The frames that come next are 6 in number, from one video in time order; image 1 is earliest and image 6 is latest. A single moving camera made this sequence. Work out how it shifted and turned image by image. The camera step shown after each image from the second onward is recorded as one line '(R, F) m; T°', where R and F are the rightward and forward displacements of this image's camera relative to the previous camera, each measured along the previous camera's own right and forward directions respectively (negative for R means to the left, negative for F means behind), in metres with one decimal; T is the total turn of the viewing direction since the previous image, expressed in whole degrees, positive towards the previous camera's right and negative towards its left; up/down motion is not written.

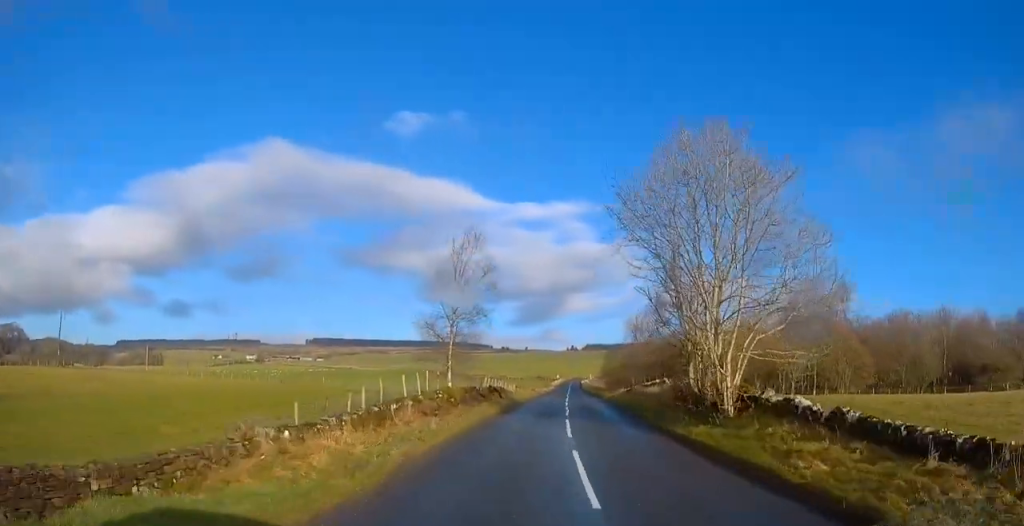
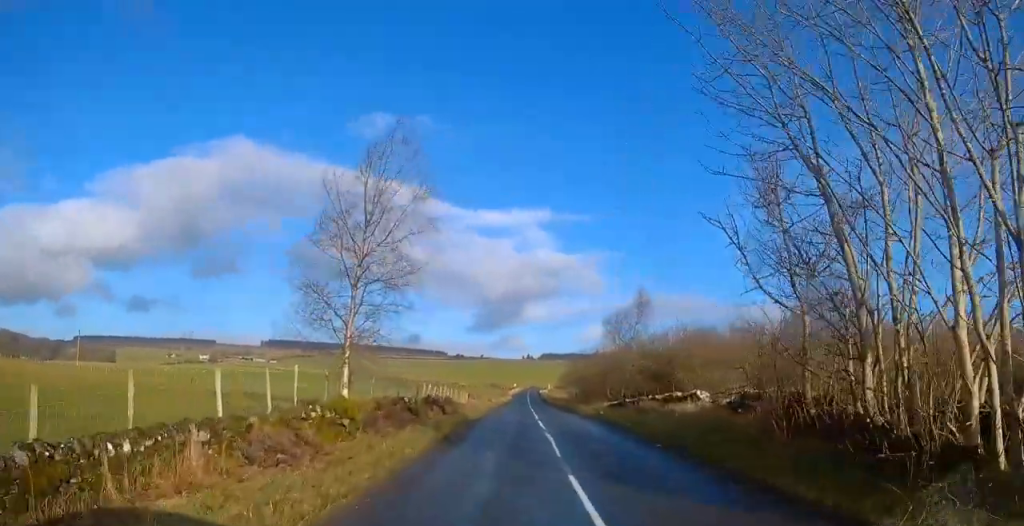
(+0.6, +10.7) m; +6°
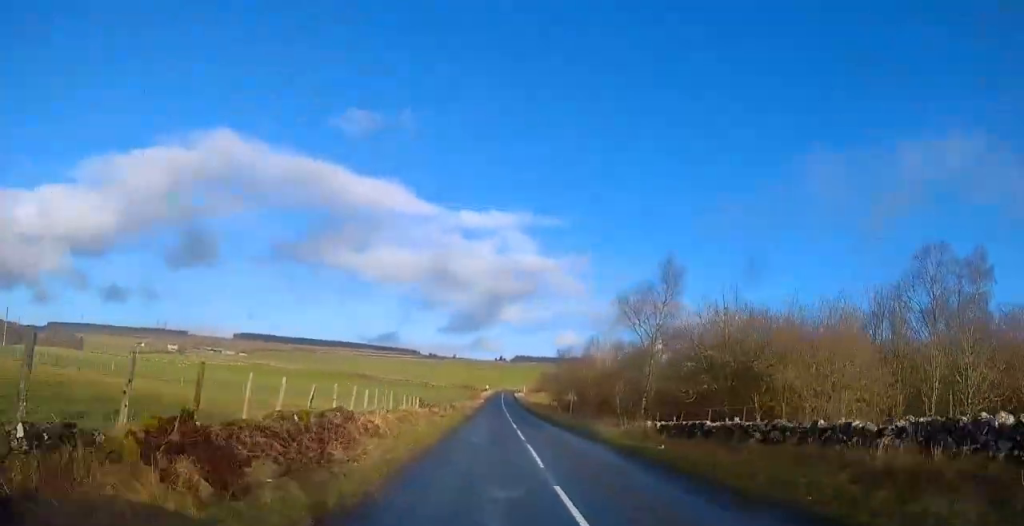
(+0.9, +17.0) m; +5°
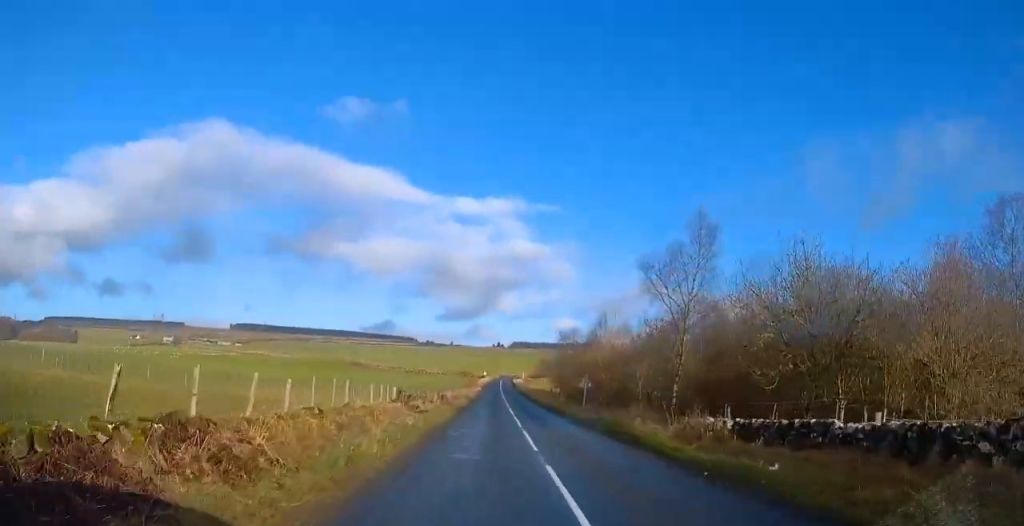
(+0.2, +7.7) m; +1°
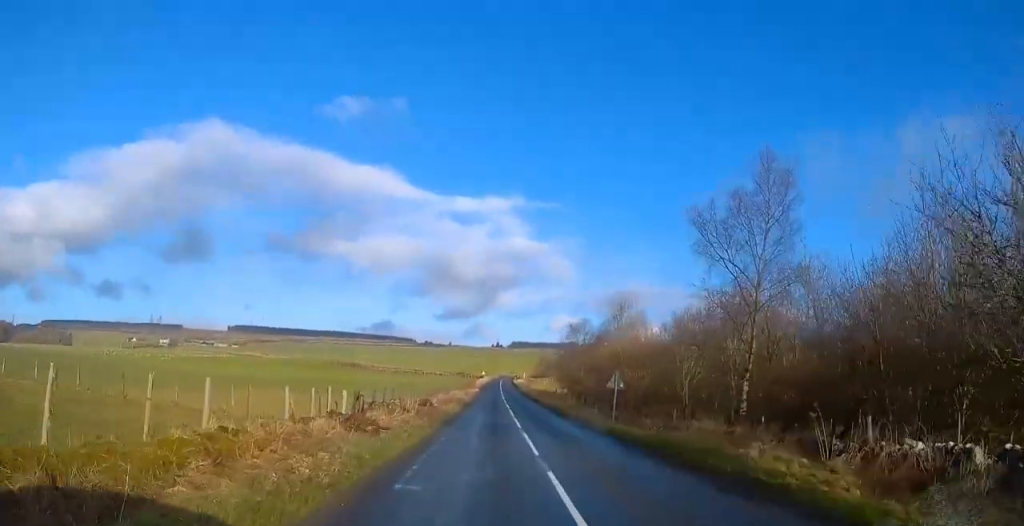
(+0.1, +9.9) m; +1°
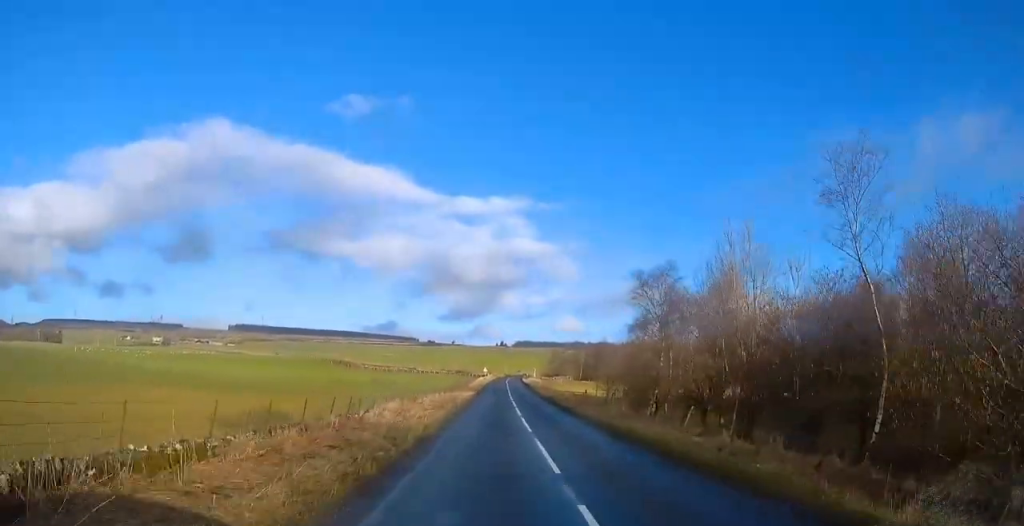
(-0.1, +31.3) m; 0°
